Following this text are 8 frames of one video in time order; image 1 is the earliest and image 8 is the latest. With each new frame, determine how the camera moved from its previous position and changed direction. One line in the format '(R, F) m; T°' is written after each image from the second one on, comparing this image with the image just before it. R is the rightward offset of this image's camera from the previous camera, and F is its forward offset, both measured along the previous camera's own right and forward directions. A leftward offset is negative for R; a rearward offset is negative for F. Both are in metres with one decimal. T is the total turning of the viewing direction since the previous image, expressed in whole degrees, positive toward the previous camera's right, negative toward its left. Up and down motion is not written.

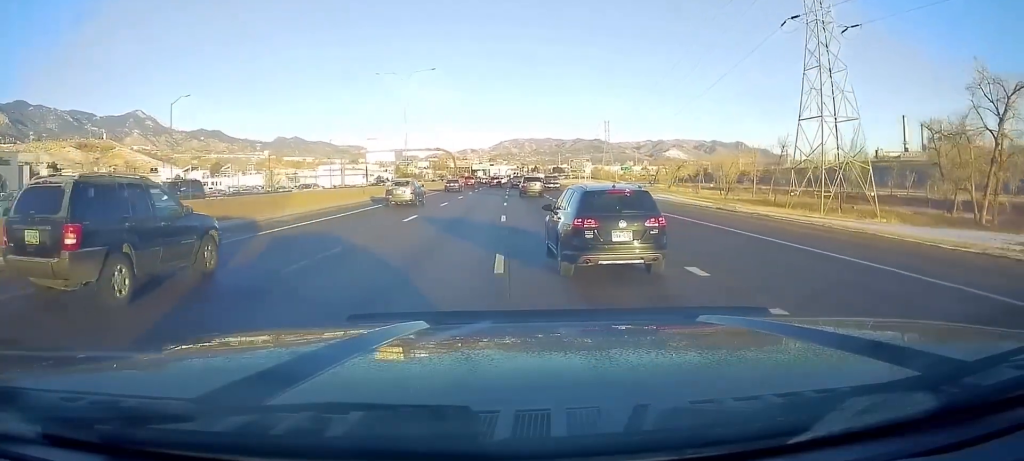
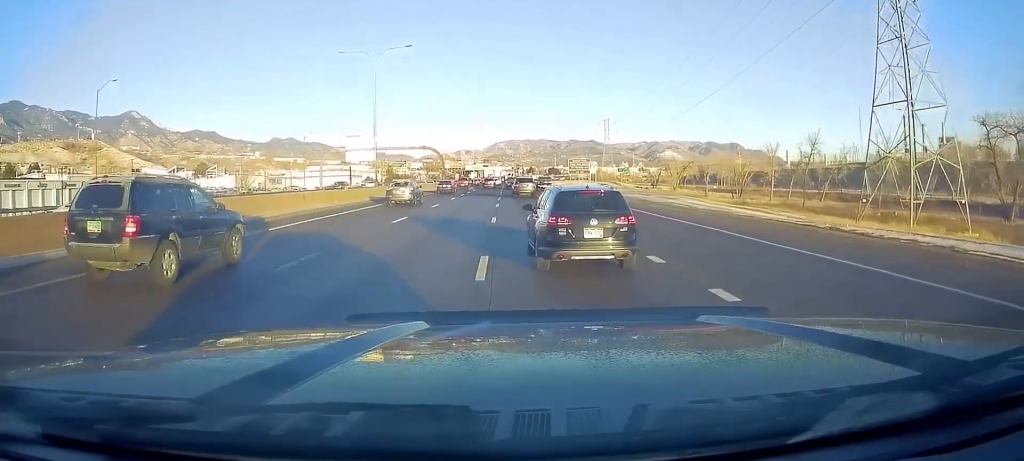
(0.0, +13.1) m; 0°
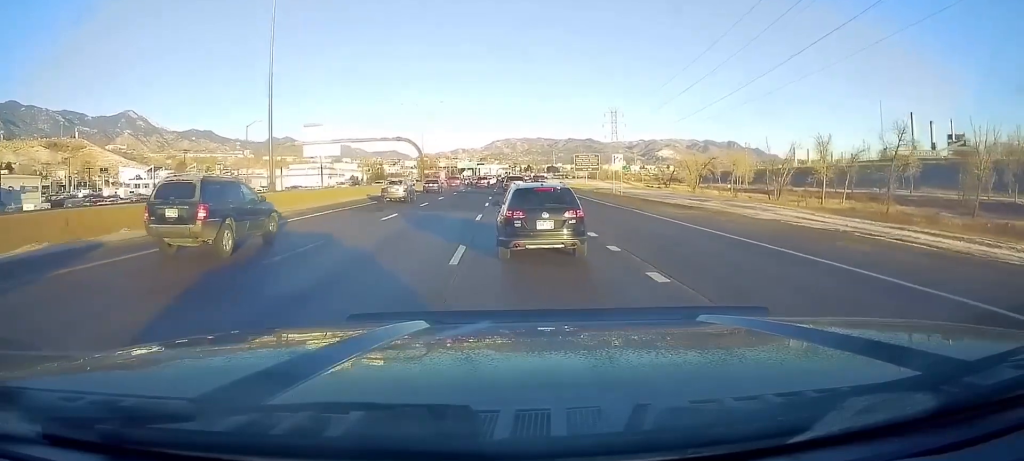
(-0.2, +24.2) m; 0°
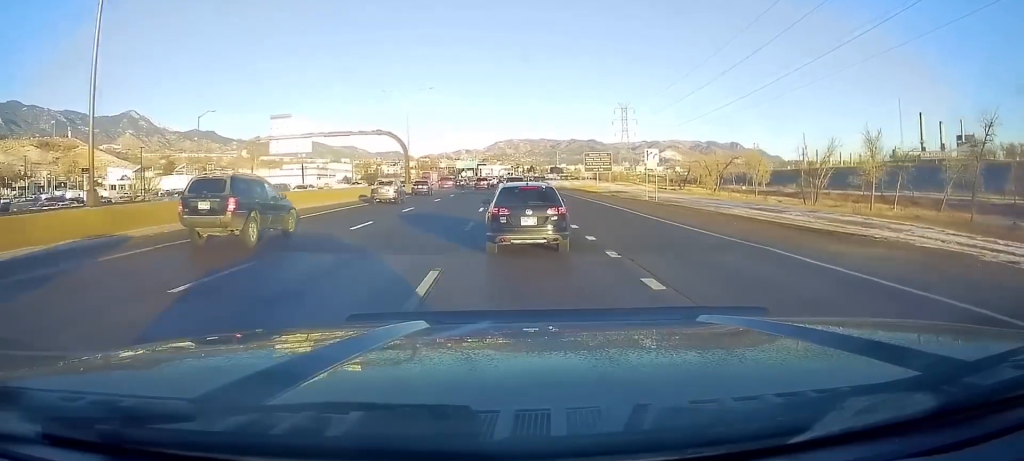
(-0.1, +15.4) m; +1°
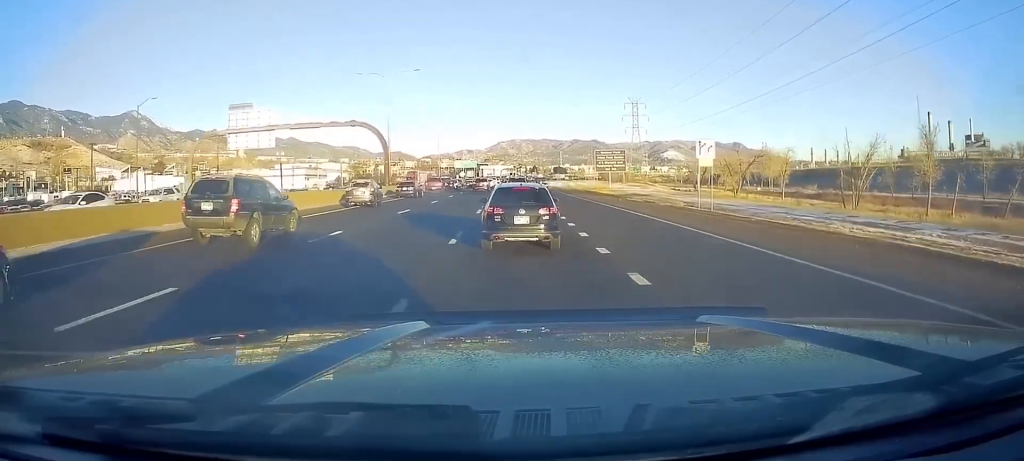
(+0.3, +13.6) m; +1°
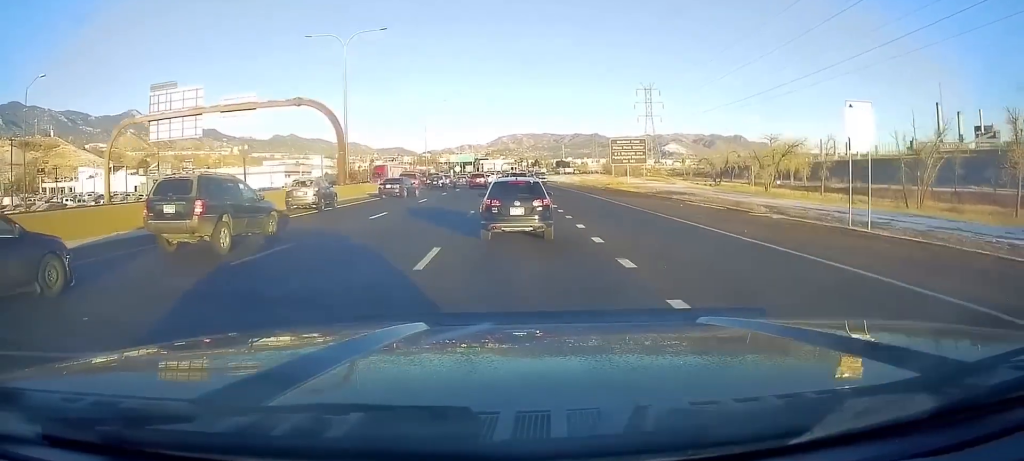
(+0.2, +17.6) m; 0°
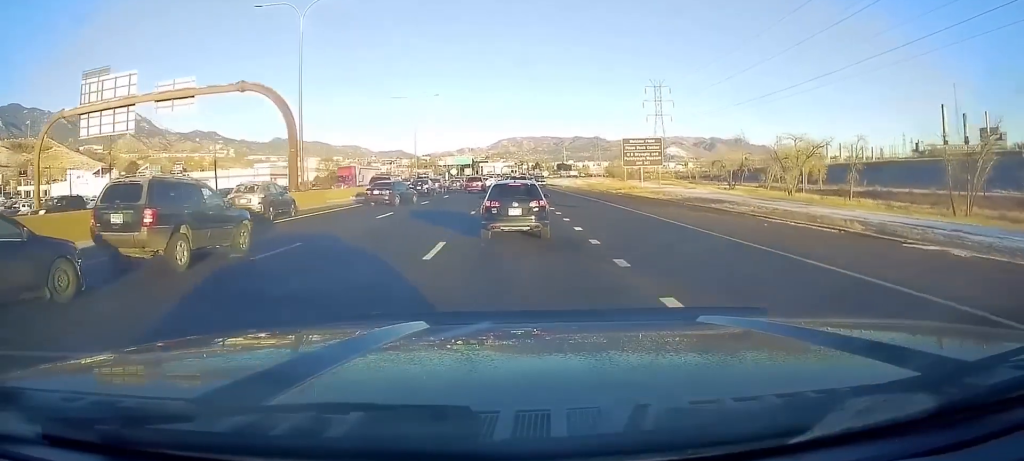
(+0.2, +11.7) m; 0°
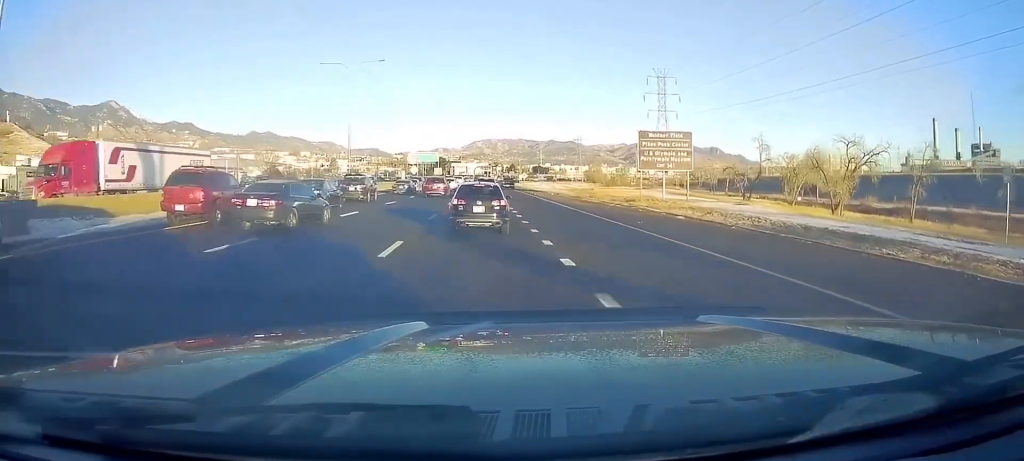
(-0.6, +26.8) m; -2°
